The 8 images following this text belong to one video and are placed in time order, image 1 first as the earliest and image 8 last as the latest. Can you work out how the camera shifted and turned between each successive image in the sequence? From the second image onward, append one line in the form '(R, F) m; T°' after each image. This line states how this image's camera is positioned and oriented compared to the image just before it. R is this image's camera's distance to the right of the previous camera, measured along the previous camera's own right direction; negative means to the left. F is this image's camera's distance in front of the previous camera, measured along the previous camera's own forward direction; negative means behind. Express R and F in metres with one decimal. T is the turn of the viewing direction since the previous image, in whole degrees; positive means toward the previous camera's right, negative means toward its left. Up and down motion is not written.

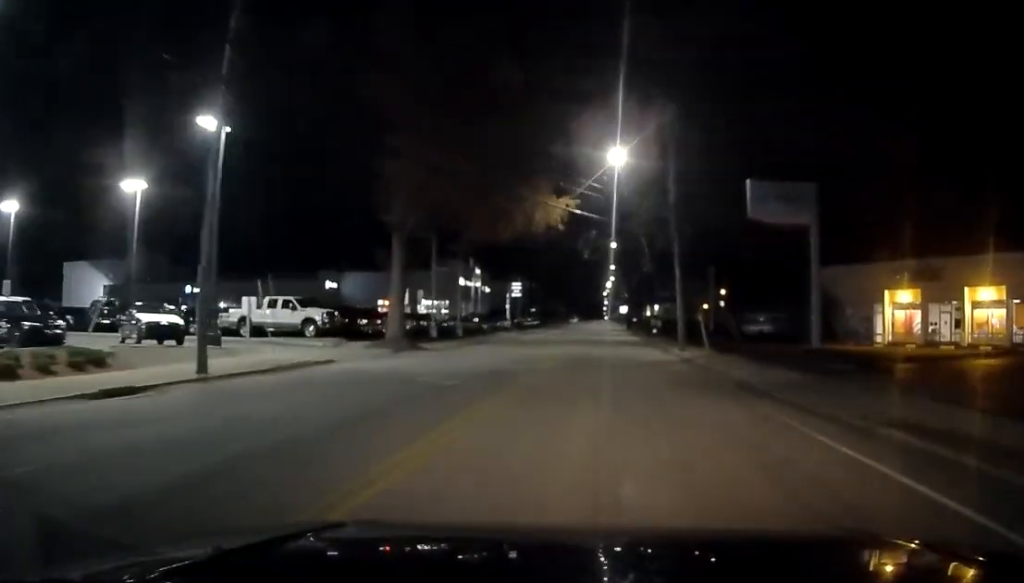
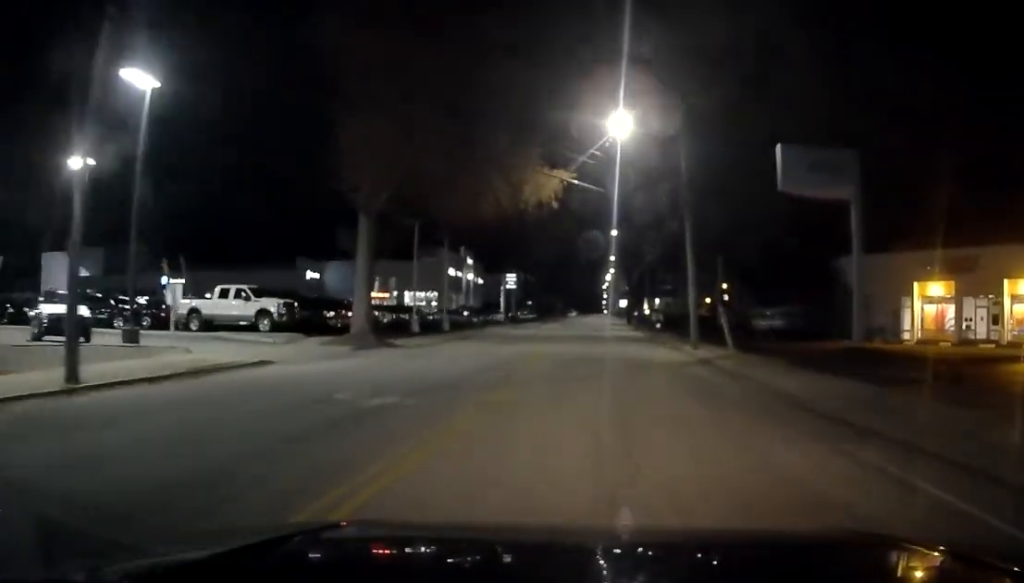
(0.0, +5.0) m; 0°
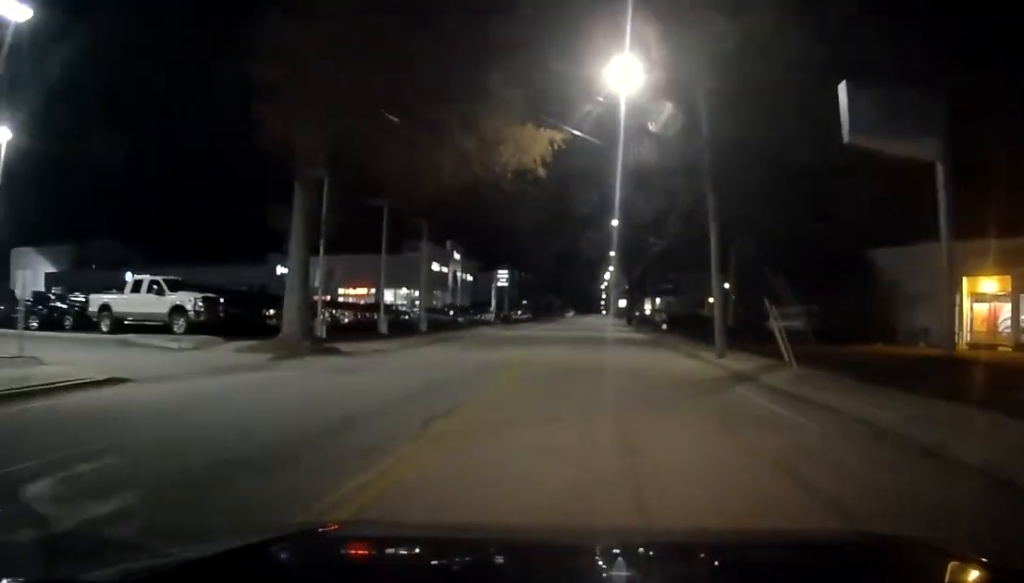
(+0.2, +6.8) m; +2°
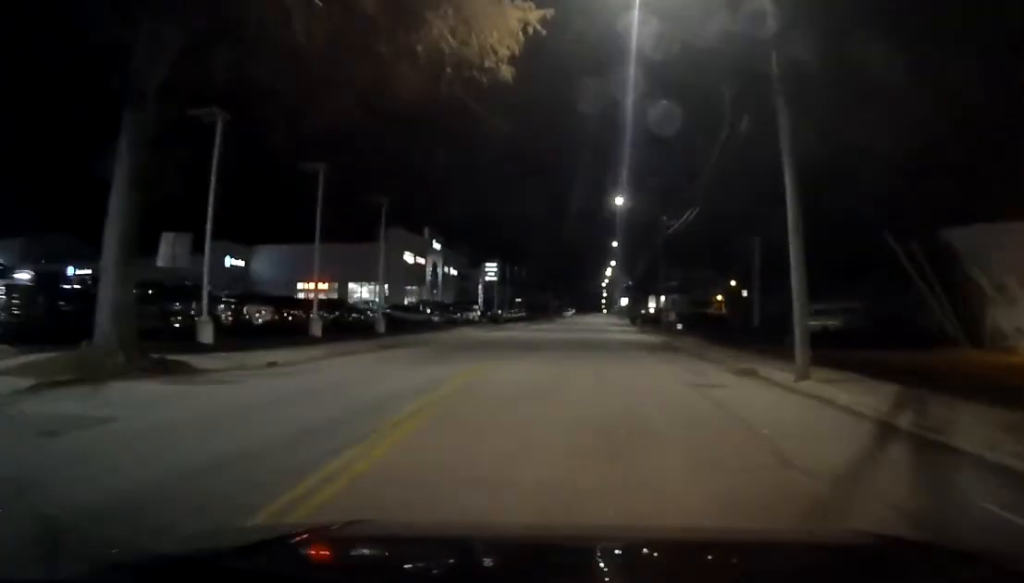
(+0.2, +10.0) m; 0°
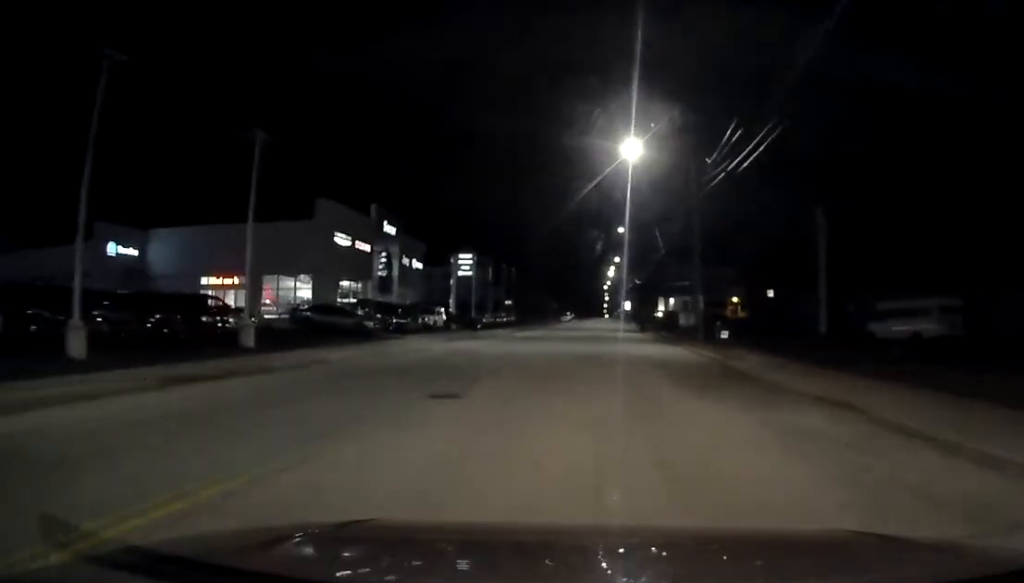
(-0.5, +15.6) m; -2°
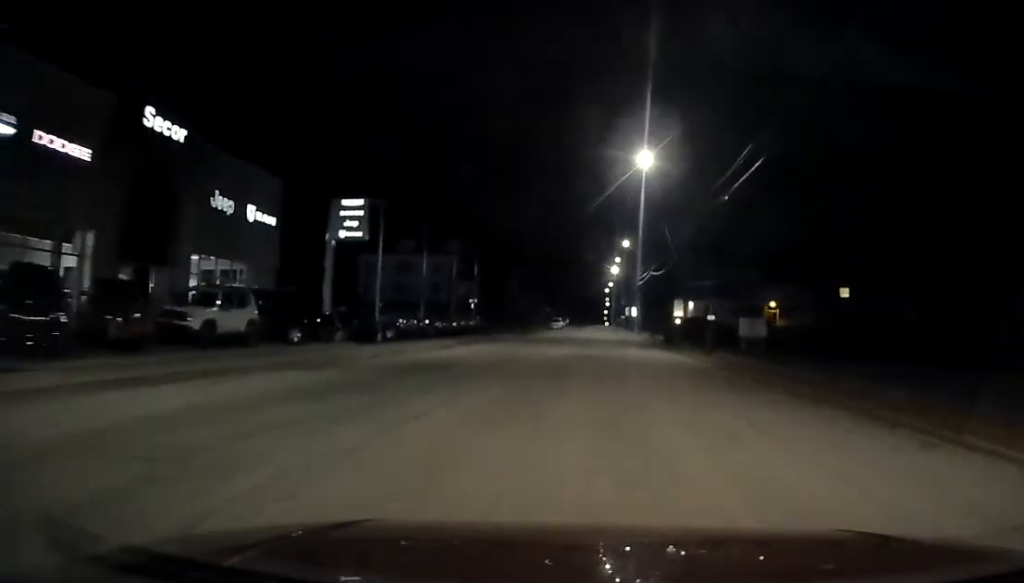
(+0.5, +28.4) m; +2°
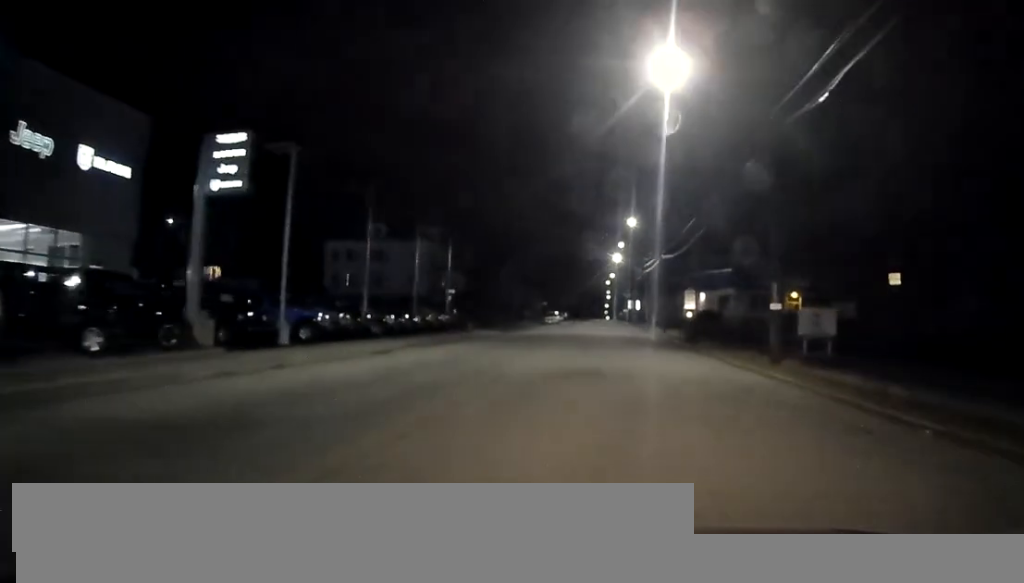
(+0.1, +11.5) m; 0°
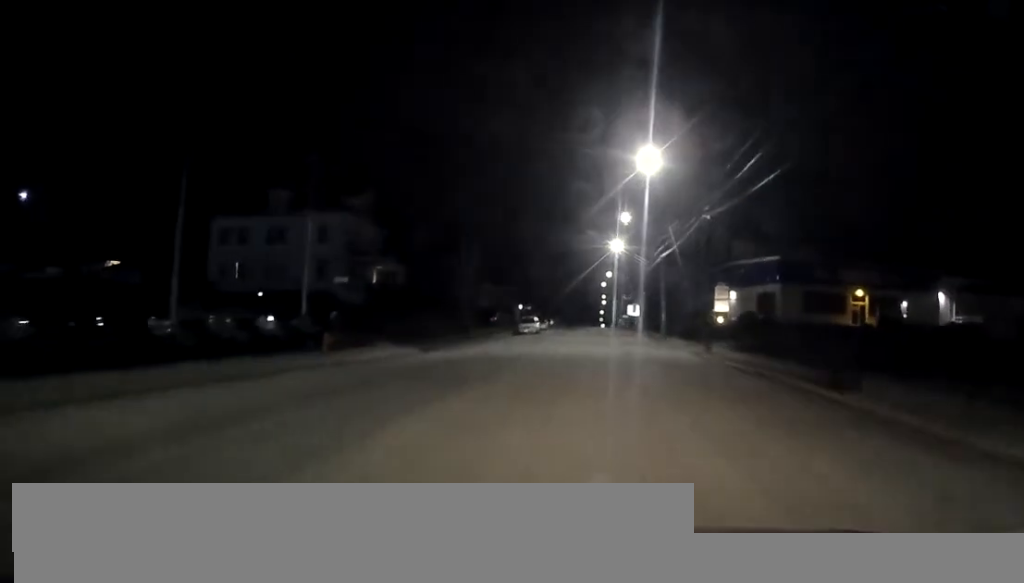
(-0.3, +25.5) m; -1°
